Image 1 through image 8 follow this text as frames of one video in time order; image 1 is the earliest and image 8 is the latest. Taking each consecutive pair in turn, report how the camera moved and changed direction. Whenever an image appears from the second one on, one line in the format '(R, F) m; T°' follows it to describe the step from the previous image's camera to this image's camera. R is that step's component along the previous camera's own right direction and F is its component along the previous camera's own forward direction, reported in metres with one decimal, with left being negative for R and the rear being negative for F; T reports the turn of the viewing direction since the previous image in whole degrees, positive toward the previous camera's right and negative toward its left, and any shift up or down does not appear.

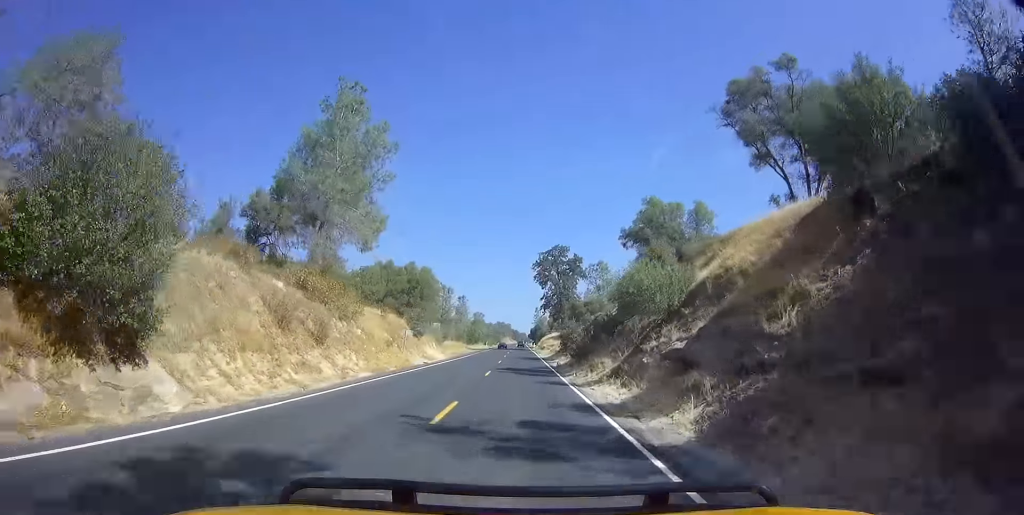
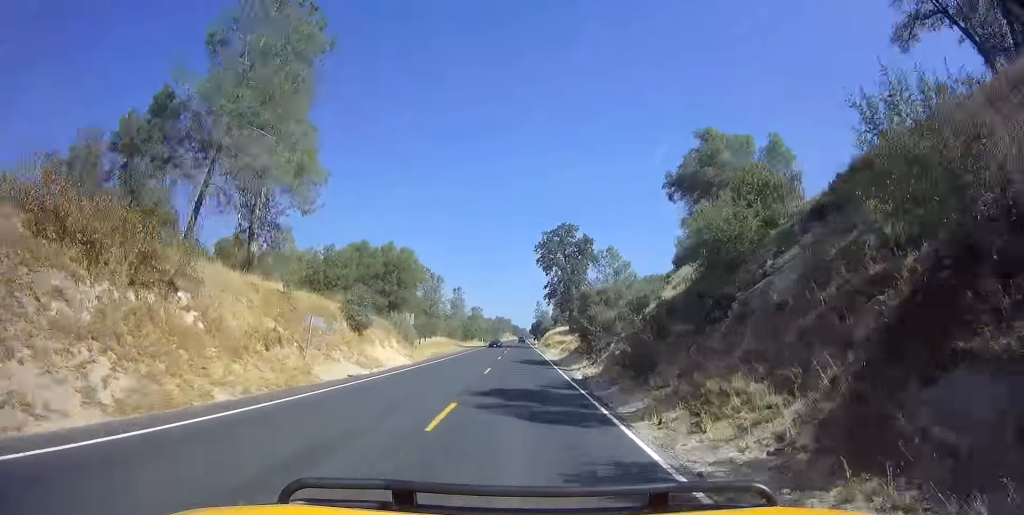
(-0.2, +15.7) m; +1°
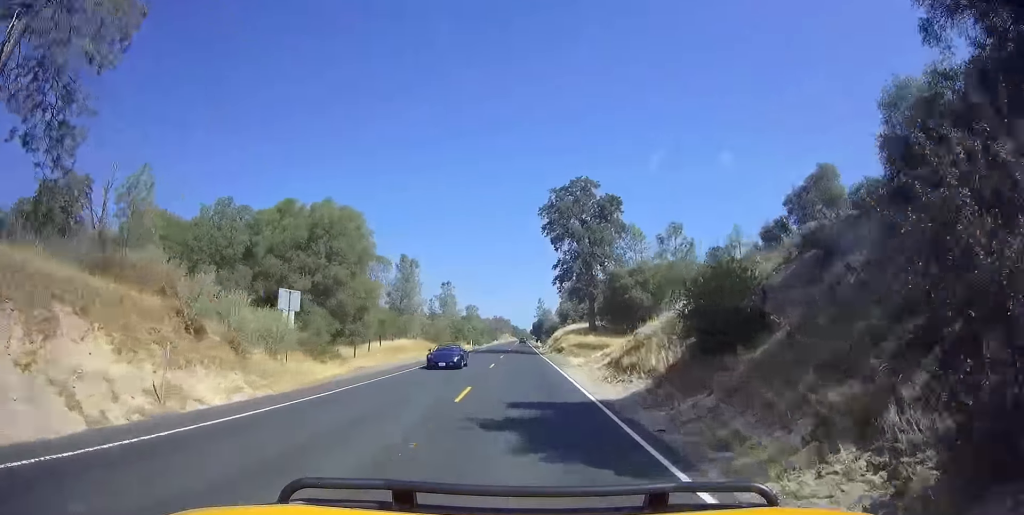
(+0.7, +25.2) m; +3°
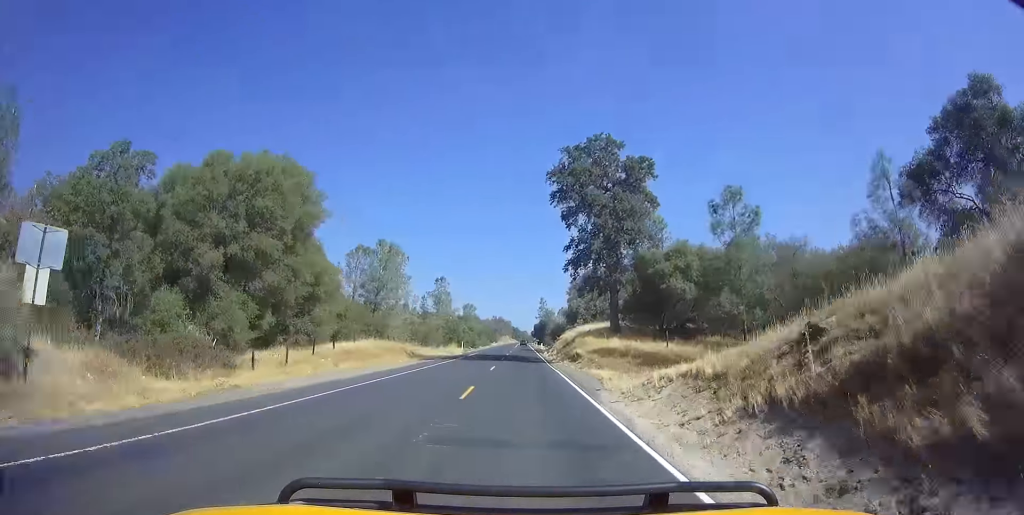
(+0.4, +13.7) m; 0°
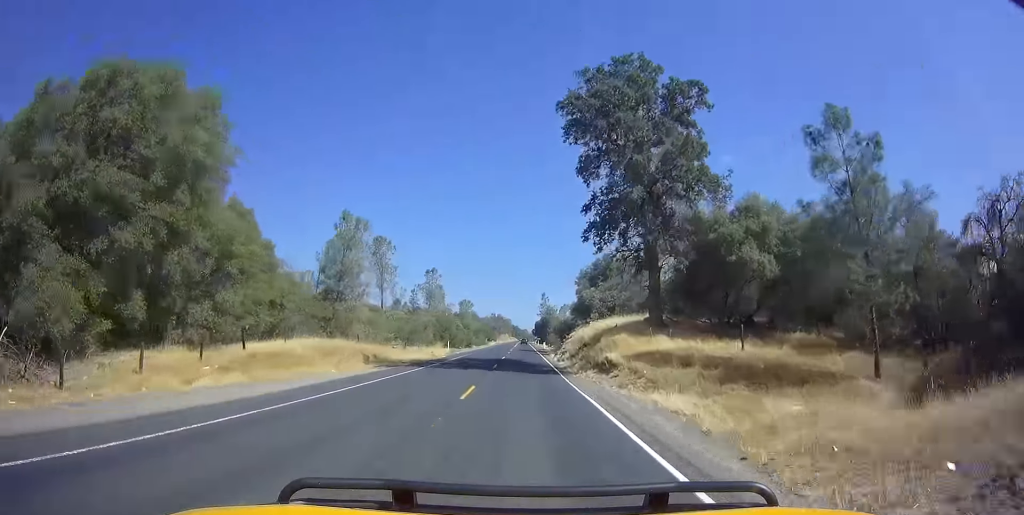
(+0.1, +13.7) m; 0°
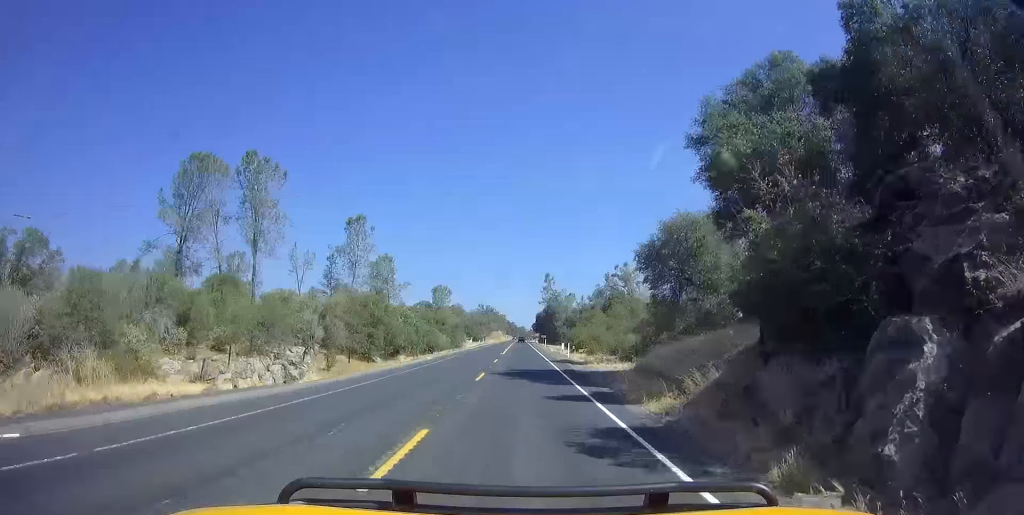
(-1.7, +53.0) m; -2°
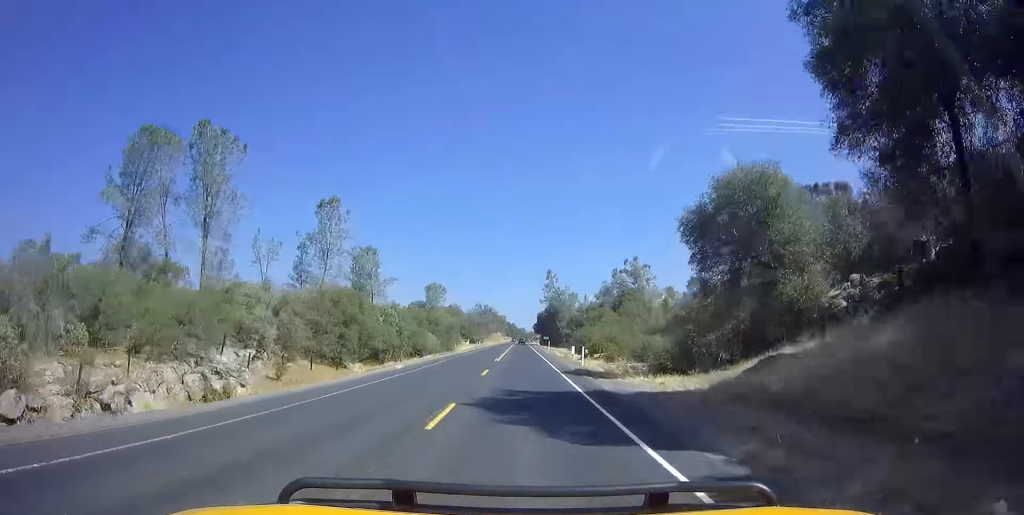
(-0.4, +10.3) m; +1°
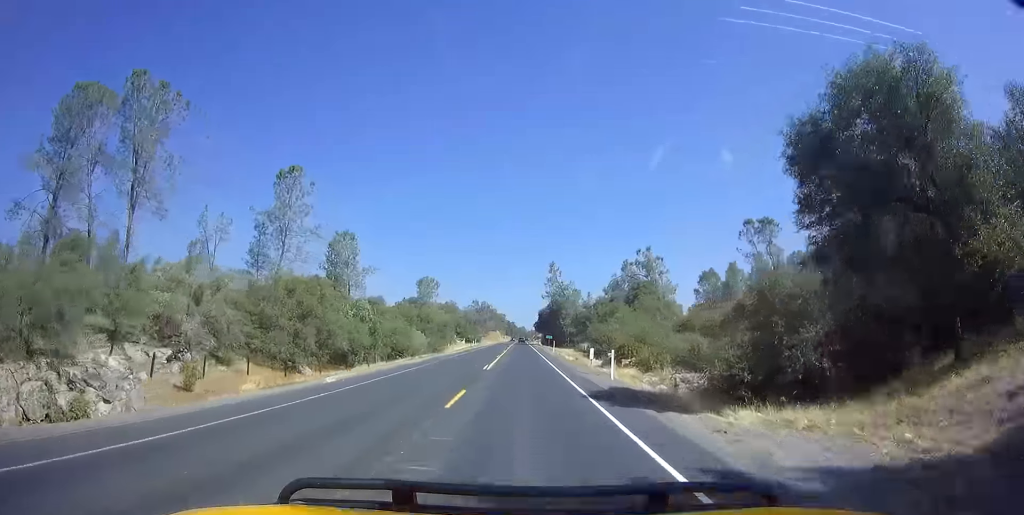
(-0.1, +11.1) m; +1°
